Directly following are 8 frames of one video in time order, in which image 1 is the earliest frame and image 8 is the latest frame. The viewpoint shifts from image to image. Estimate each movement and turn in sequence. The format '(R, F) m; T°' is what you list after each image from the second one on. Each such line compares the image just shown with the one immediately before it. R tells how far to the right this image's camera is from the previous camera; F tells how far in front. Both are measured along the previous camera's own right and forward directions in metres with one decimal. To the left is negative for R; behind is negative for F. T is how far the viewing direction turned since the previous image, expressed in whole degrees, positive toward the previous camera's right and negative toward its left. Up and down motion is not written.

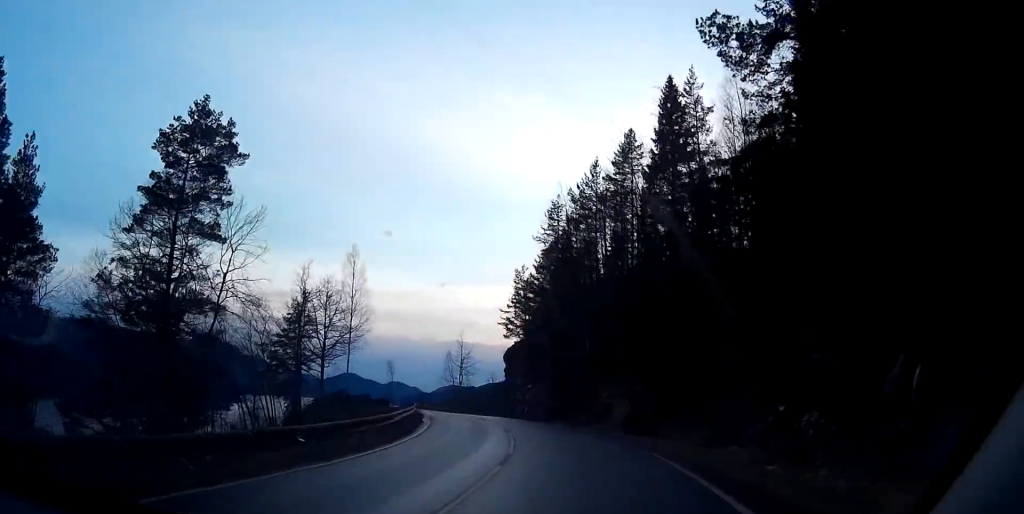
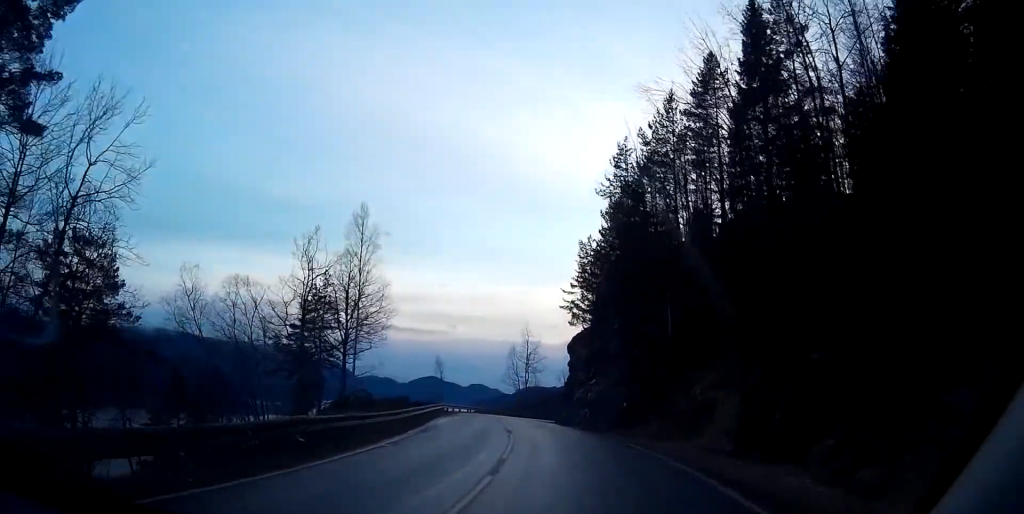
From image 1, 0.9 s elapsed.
(-0.9, +14.2) m; -8°
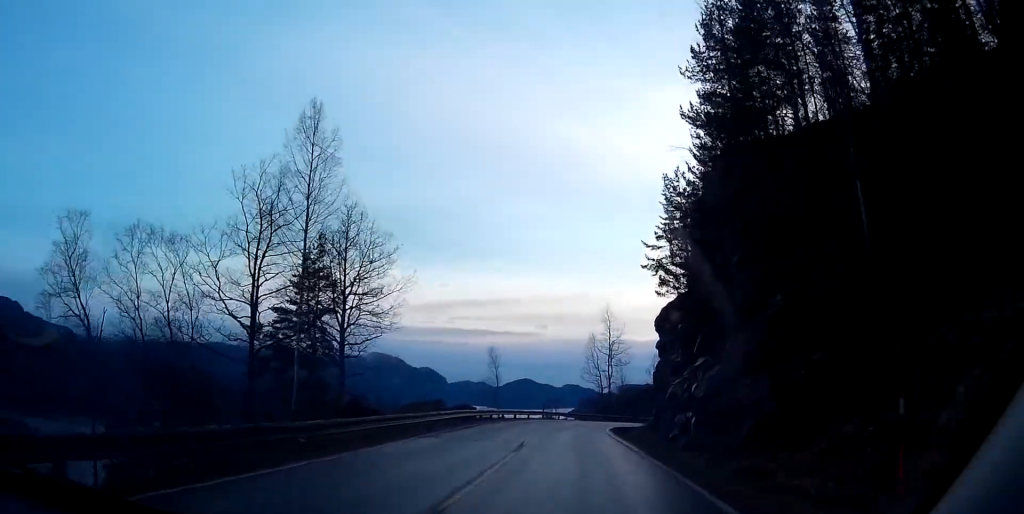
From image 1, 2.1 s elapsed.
(-1.8, +18.2) m; -8°
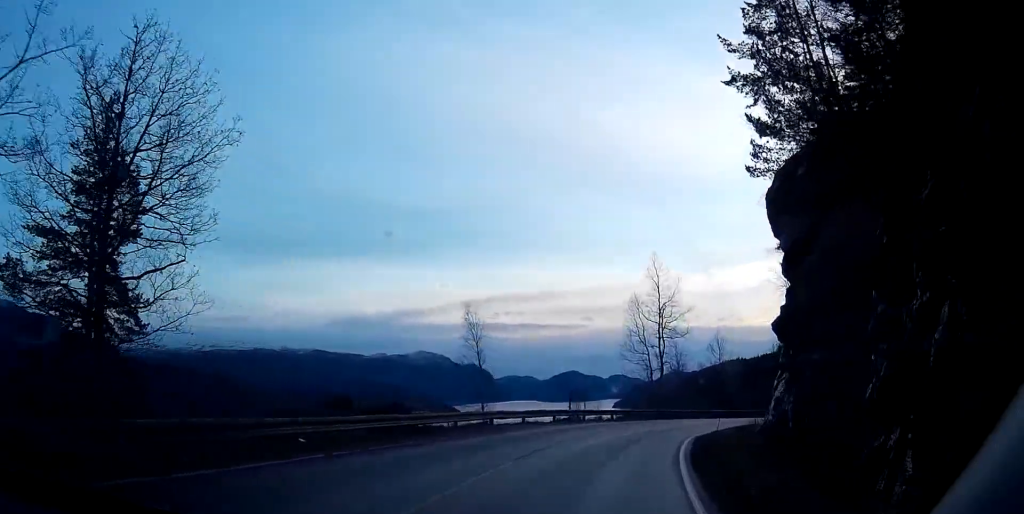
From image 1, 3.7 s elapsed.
(-0.6, +25.5) m; +4°
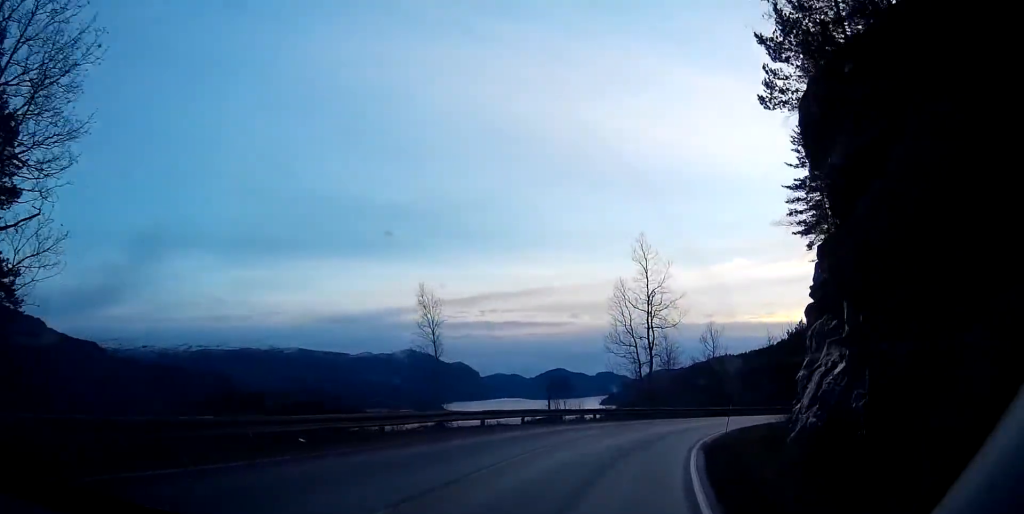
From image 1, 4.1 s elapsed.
(+0.4, +6.1) m; +4°
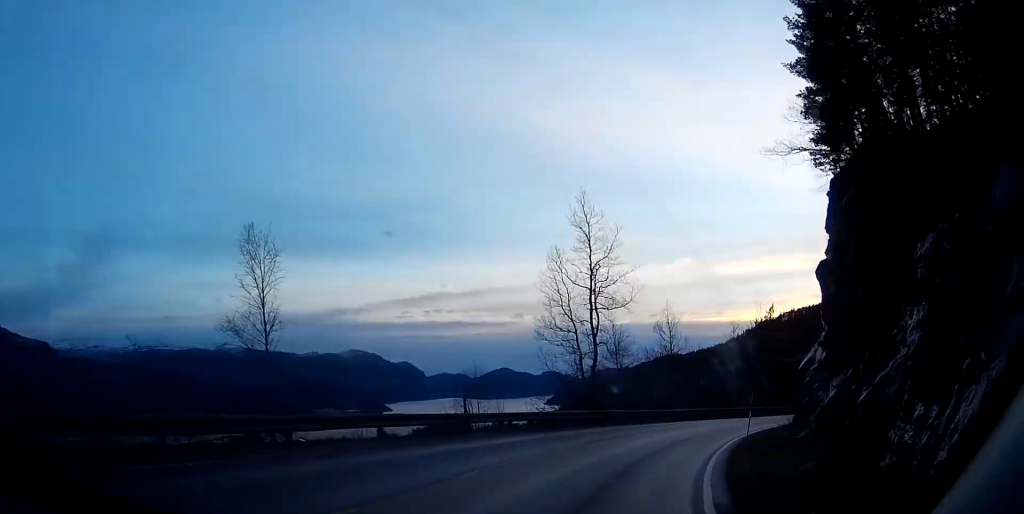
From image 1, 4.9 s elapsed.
(+0.7, +11.7) m; +6°
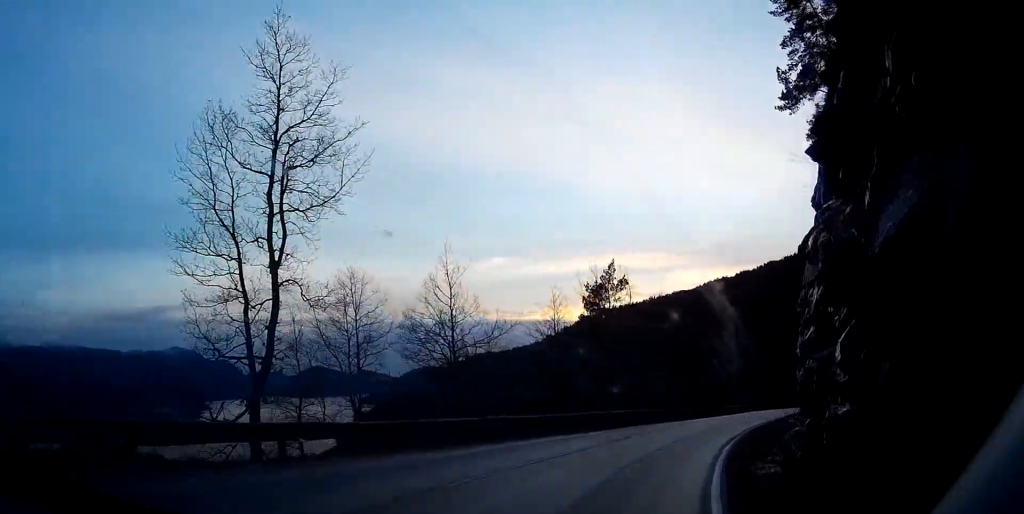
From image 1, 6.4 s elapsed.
(+1.6, +22.9) m; +8°
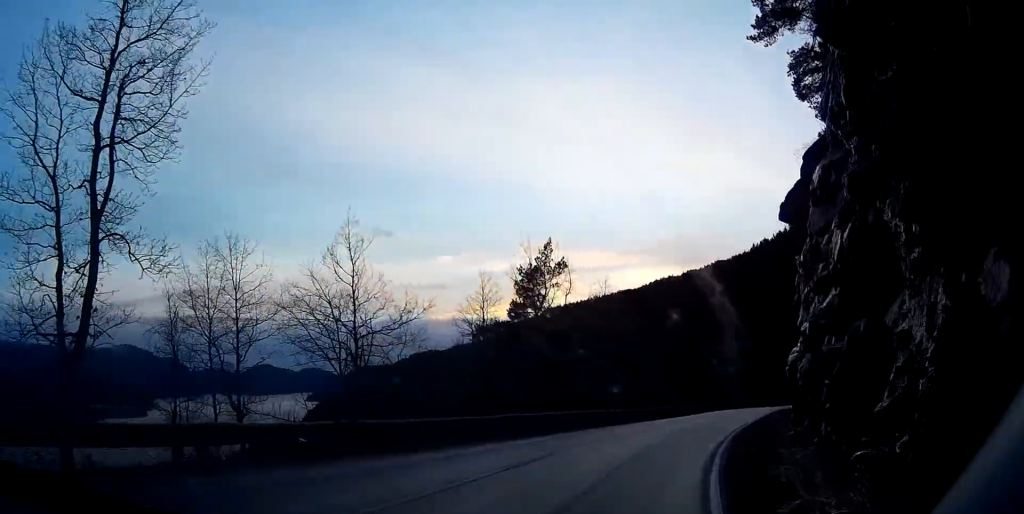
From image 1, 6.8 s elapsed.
(+0.2, +6.4) m; +3°
